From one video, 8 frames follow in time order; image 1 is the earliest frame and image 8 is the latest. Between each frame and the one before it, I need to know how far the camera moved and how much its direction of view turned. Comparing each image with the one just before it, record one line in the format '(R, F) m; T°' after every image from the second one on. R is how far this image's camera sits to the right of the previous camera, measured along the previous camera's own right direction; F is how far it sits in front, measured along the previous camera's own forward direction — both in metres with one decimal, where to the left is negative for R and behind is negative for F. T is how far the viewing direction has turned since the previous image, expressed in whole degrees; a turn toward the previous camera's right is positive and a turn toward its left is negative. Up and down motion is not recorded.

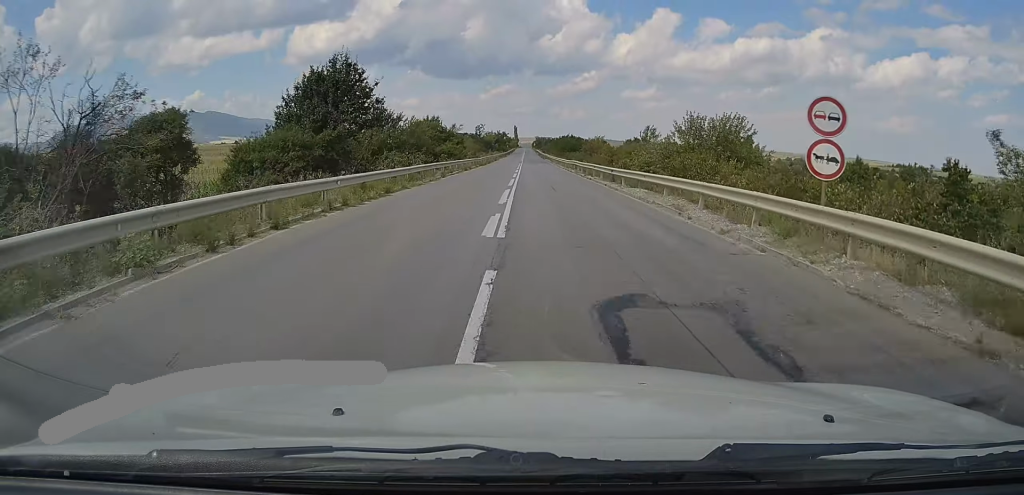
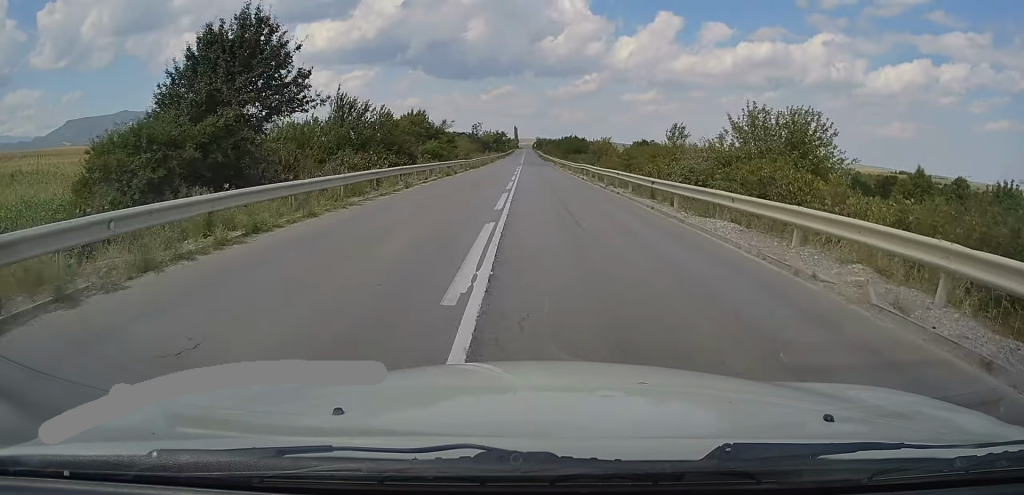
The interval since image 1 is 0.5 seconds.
(+0.1, +10.1) m; 0°
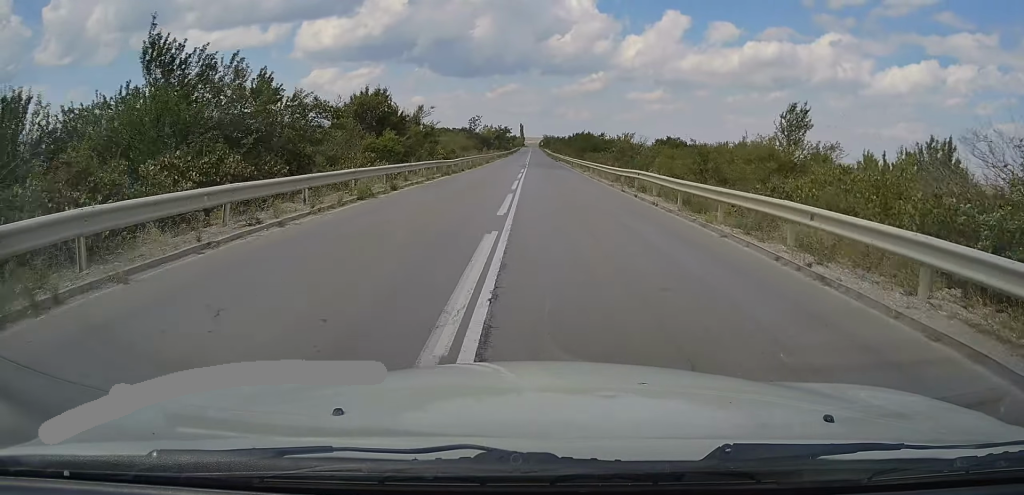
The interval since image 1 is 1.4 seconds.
(-0.5, +19.5) m; 0°
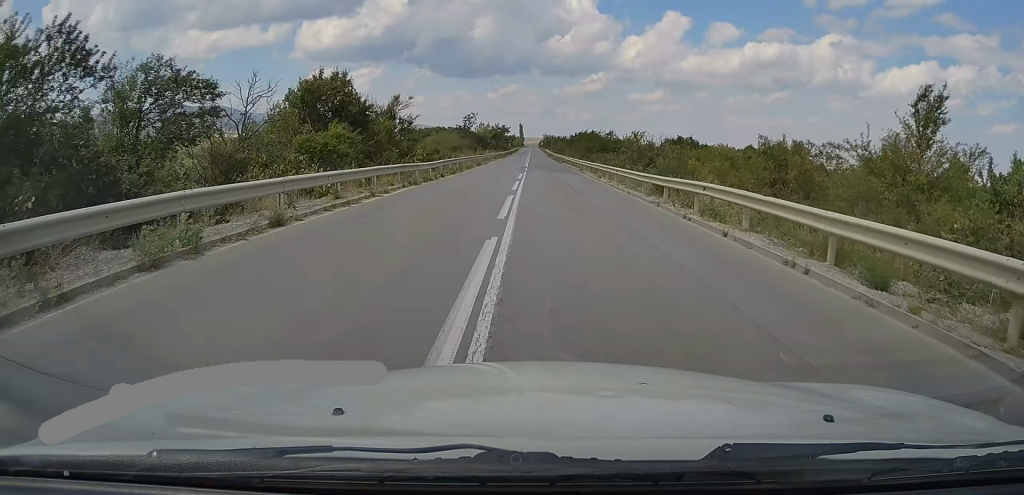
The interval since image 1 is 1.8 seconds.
(+0.2, +9.5) m; 0°
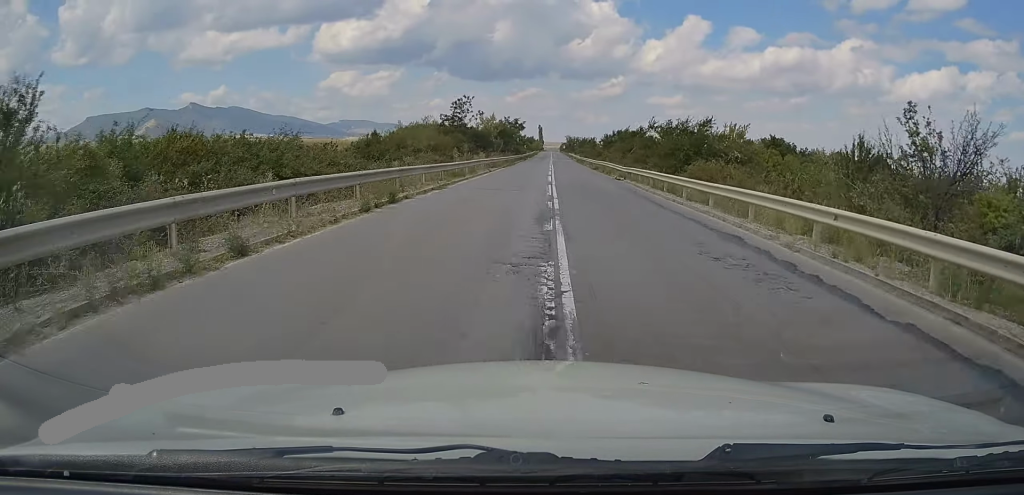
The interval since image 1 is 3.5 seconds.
(+0.1, +36.6) m; 0°
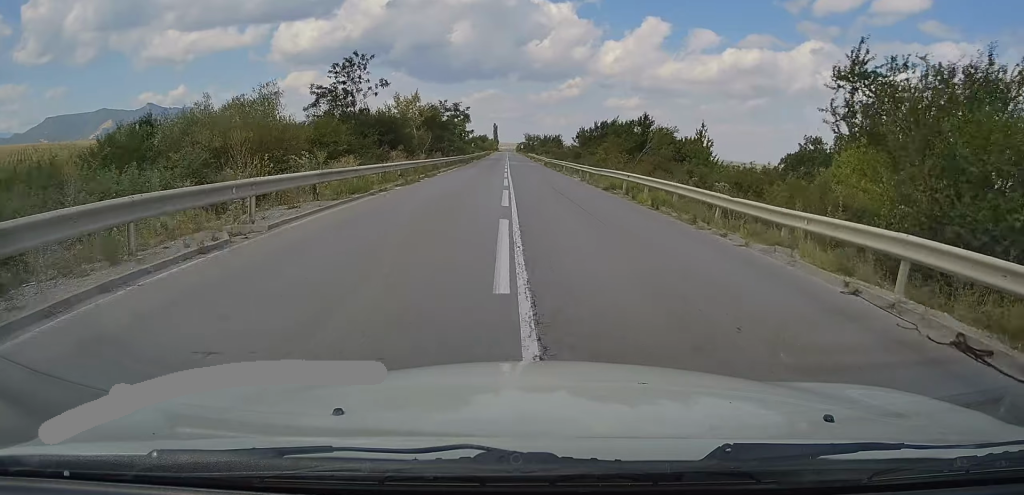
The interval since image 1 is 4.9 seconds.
(+0.3, +31.6) m; +1°
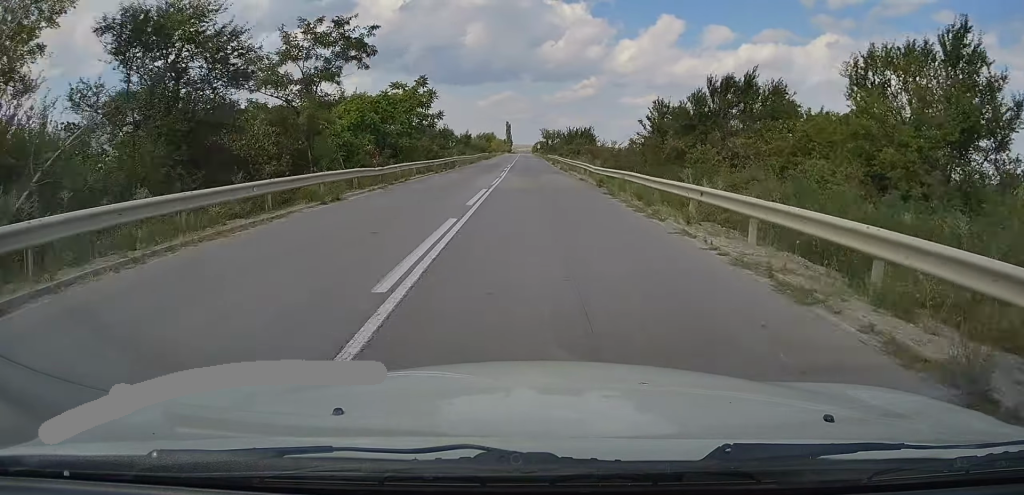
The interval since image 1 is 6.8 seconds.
(+0.4, +44.6) m; +1°
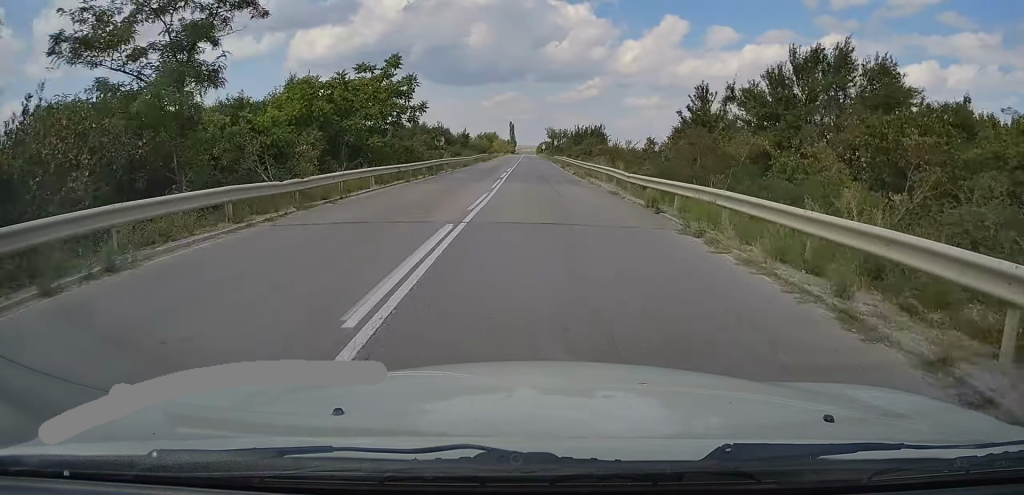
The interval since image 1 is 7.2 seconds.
(0.0, +10.1) m; 0°
